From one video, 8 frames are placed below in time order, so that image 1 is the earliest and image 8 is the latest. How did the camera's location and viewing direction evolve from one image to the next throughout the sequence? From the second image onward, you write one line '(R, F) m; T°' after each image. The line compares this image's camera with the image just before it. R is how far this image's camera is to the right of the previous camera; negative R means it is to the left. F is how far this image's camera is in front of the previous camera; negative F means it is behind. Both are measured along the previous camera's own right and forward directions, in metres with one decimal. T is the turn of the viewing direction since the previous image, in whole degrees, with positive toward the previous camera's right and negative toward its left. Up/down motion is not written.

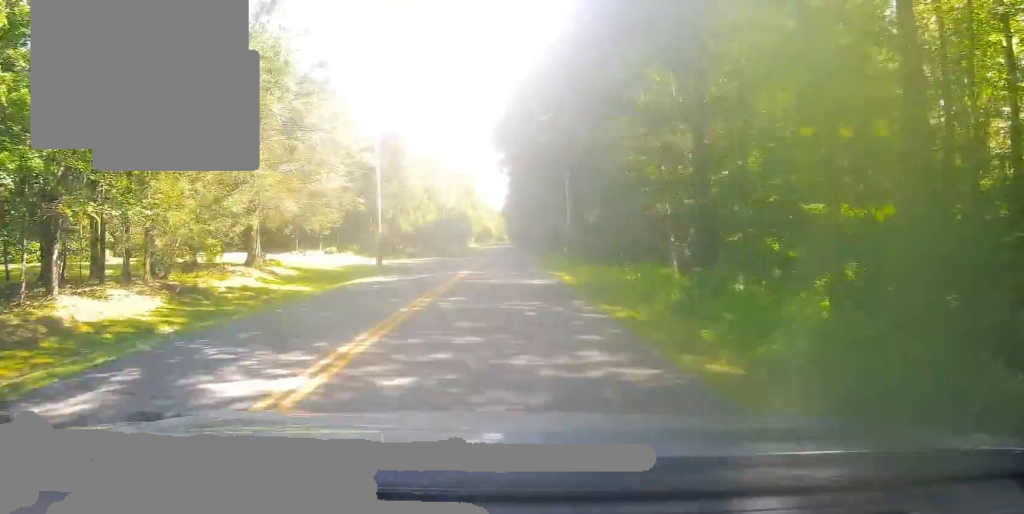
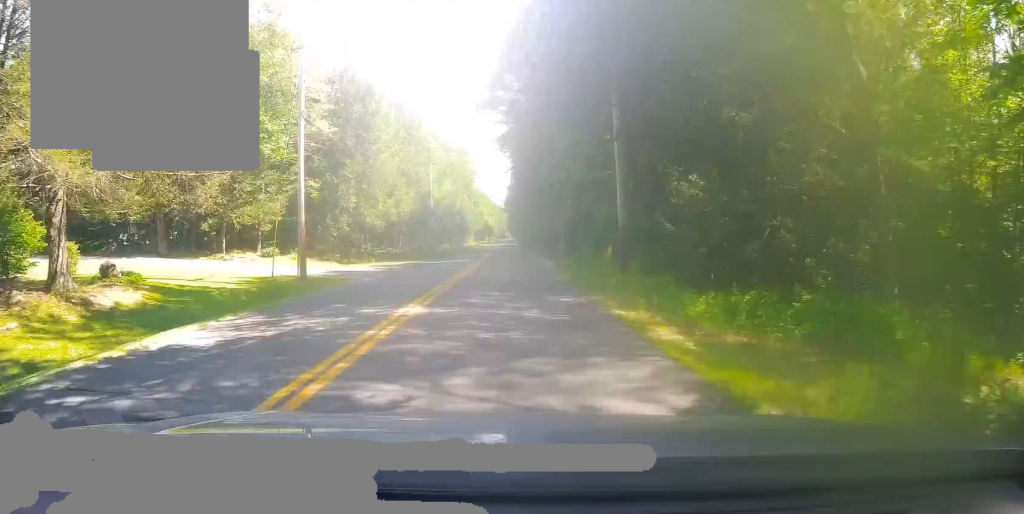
(0.0, +15.1) m; 0°
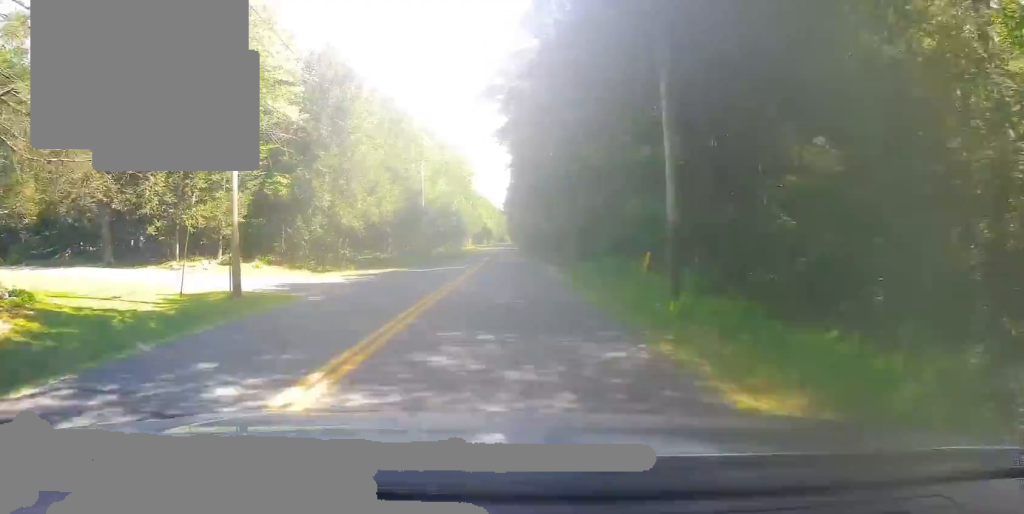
(0.0, +6.9) m; 0°
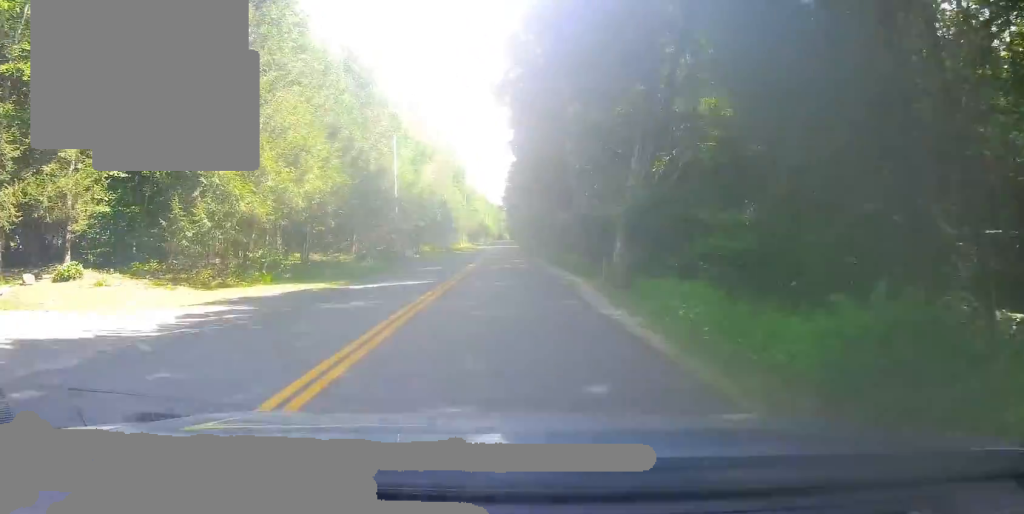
(0.0, +14.3) m; +1°
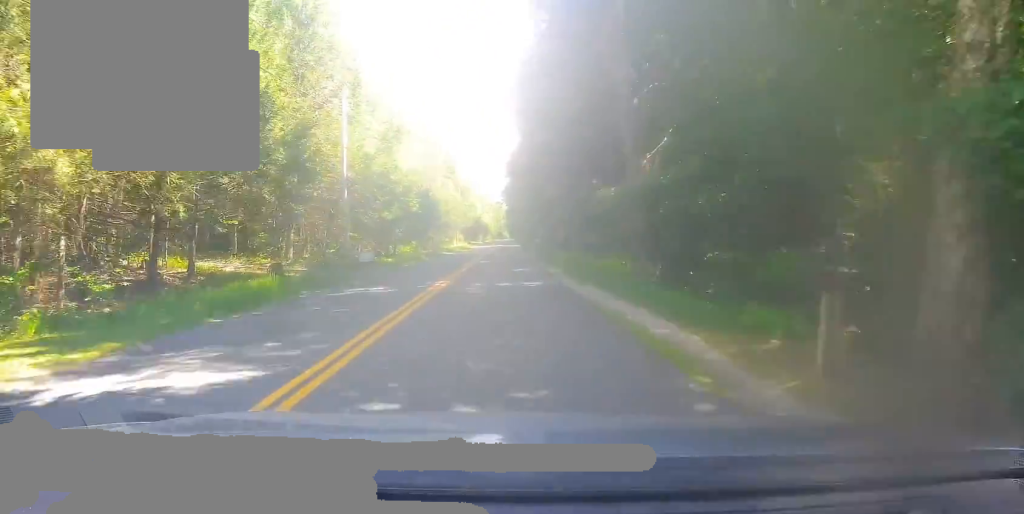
(+0.2, +15.4) m; +1°
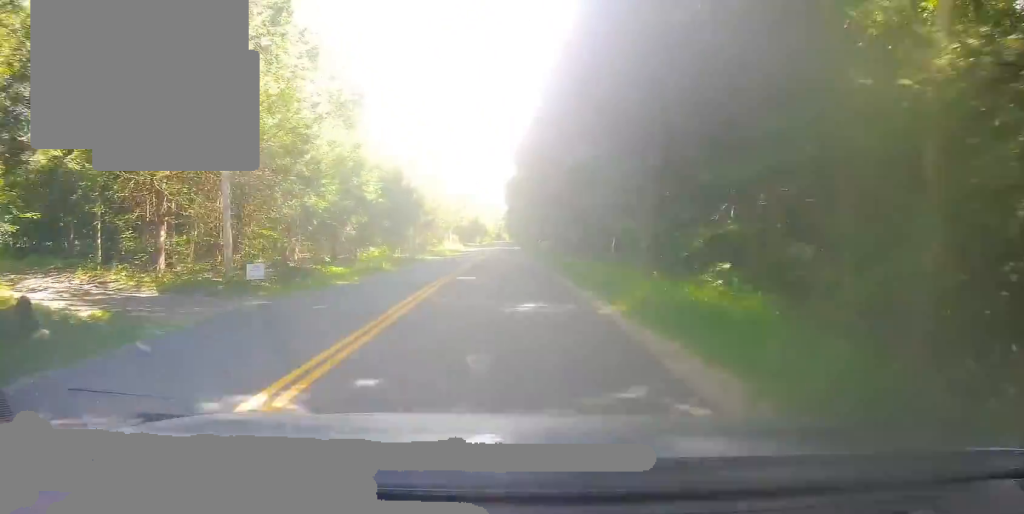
(0.0, +13.9) m; 0°
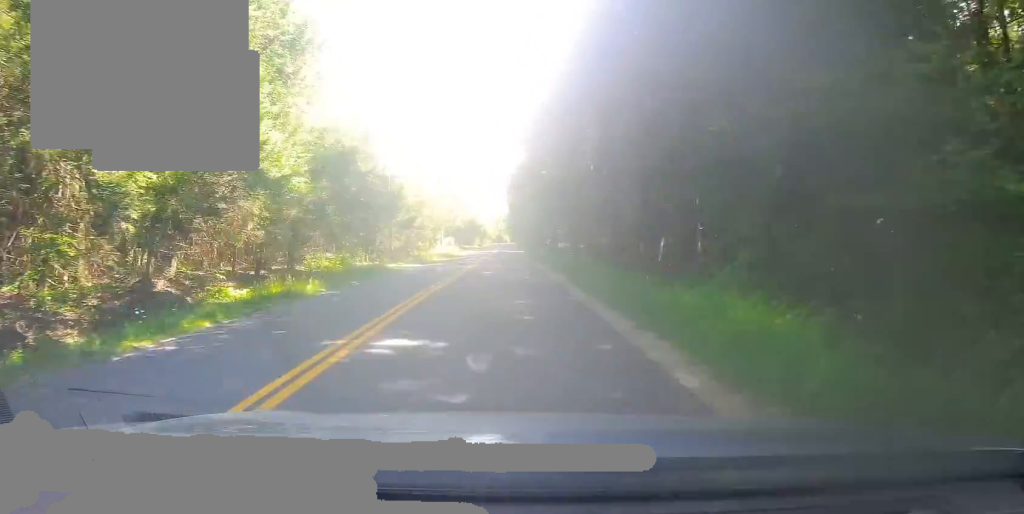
(0.0, +13.6) m; 0°
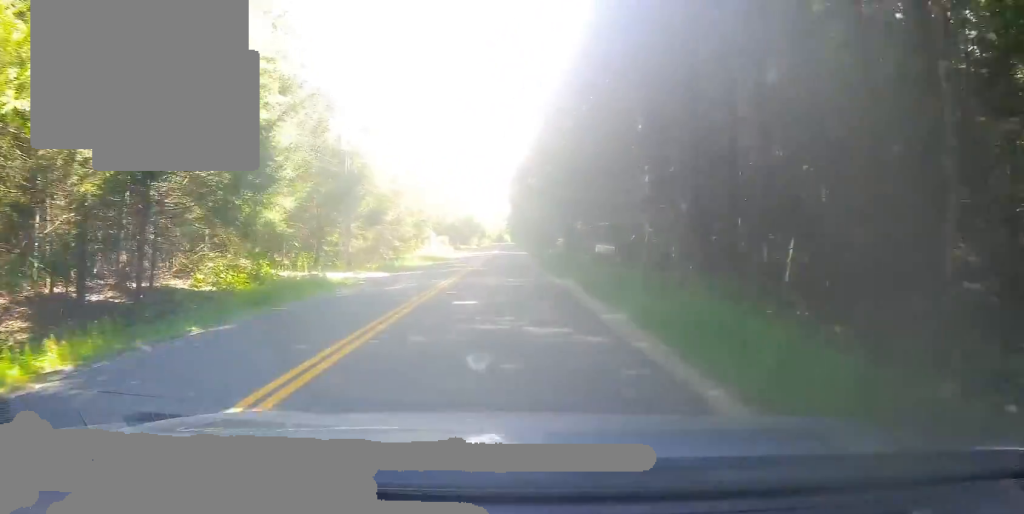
(0.0, +14.5) m; 0°
